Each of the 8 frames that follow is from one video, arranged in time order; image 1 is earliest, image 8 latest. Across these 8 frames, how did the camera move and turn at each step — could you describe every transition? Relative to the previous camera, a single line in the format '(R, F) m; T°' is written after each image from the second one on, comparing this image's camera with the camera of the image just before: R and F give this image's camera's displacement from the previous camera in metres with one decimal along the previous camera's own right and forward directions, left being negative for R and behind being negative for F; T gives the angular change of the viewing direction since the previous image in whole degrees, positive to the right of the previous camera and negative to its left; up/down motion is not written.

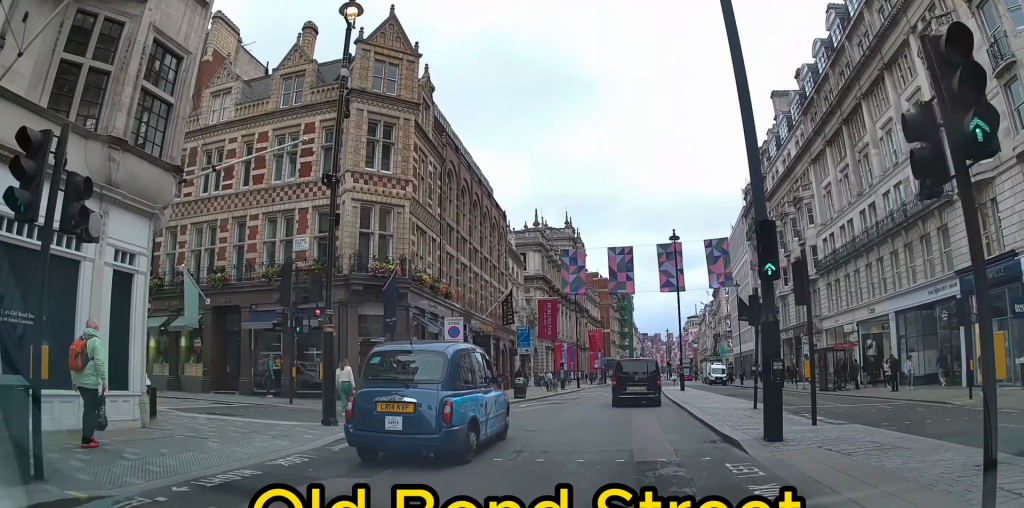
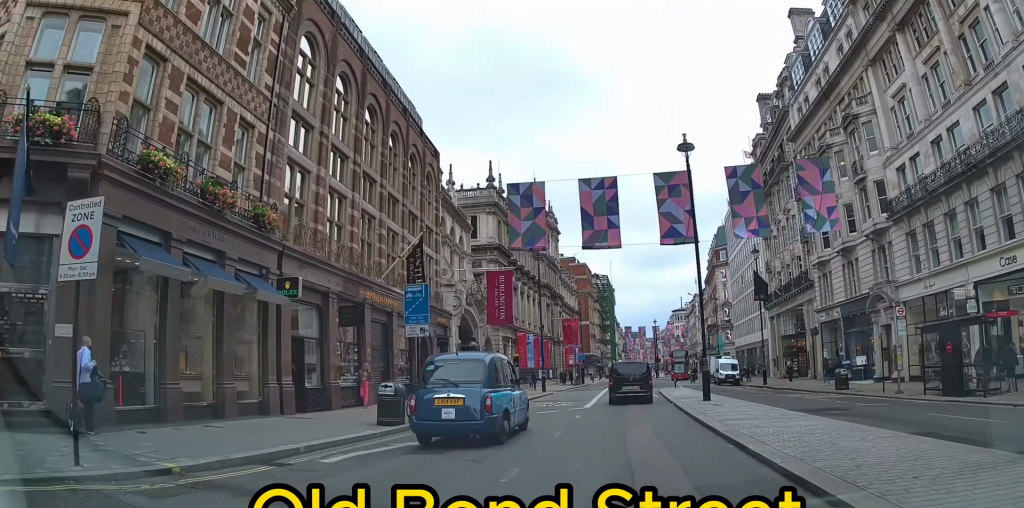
(+0.2, +17.2) m; 0°
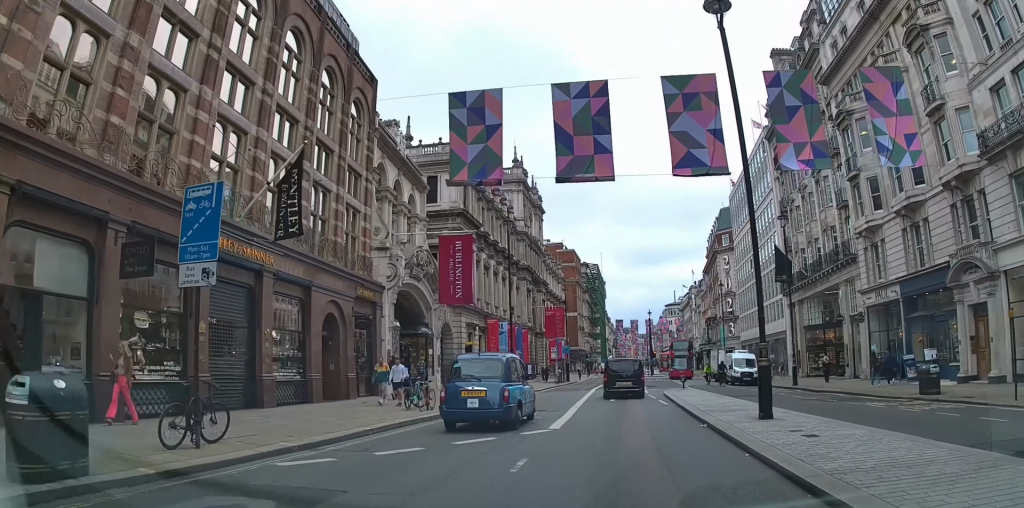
(0.0, +10.8) m; 0°
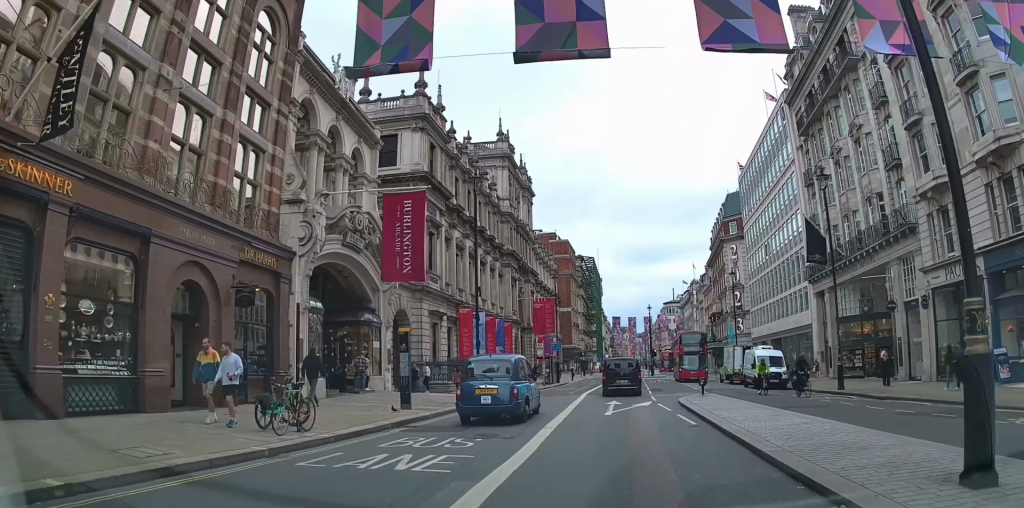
(0.0, +8.7) m; +2°
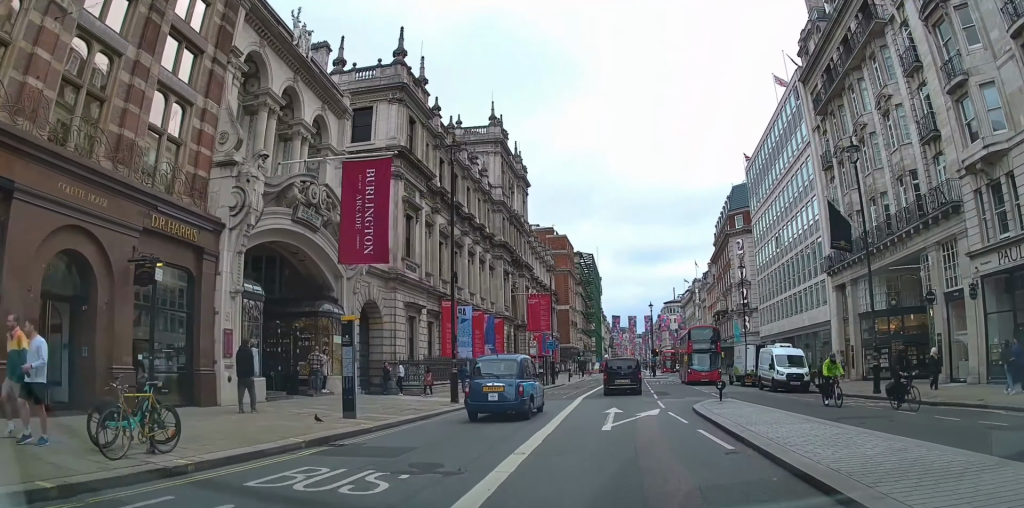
(0.0, +4.5) m; +1°
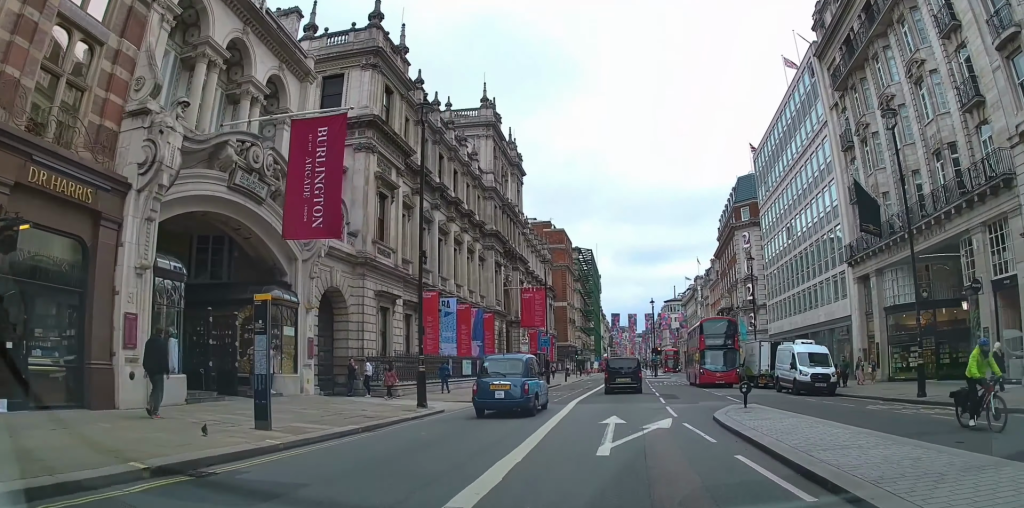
(+0.2, +4.1) m; 0°
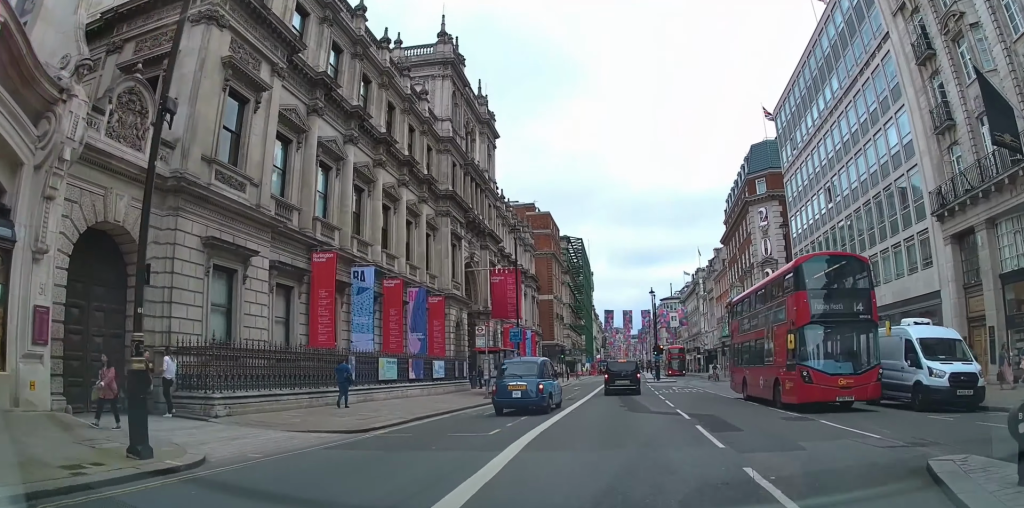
(-0.2, +11.3) m; 0°
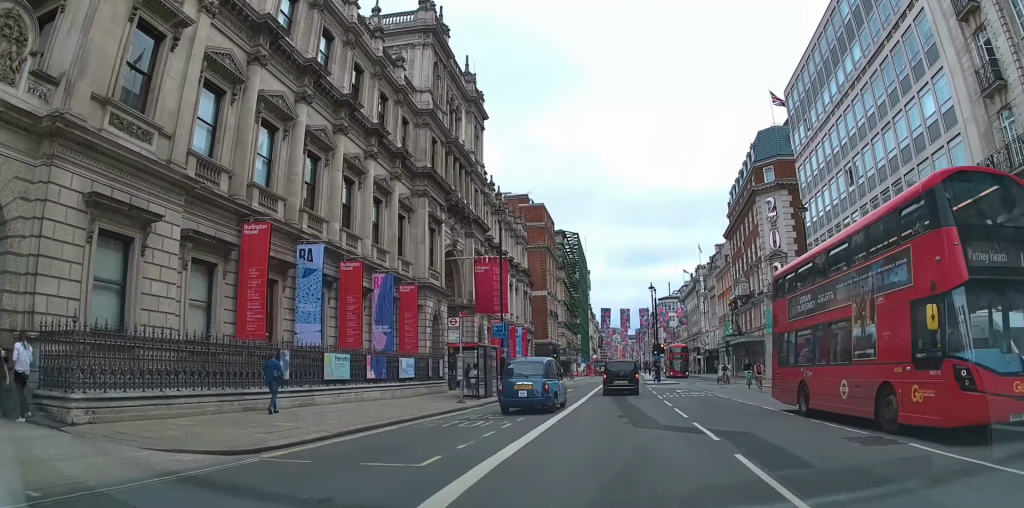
(+0.1, +3.1) m; +1°
